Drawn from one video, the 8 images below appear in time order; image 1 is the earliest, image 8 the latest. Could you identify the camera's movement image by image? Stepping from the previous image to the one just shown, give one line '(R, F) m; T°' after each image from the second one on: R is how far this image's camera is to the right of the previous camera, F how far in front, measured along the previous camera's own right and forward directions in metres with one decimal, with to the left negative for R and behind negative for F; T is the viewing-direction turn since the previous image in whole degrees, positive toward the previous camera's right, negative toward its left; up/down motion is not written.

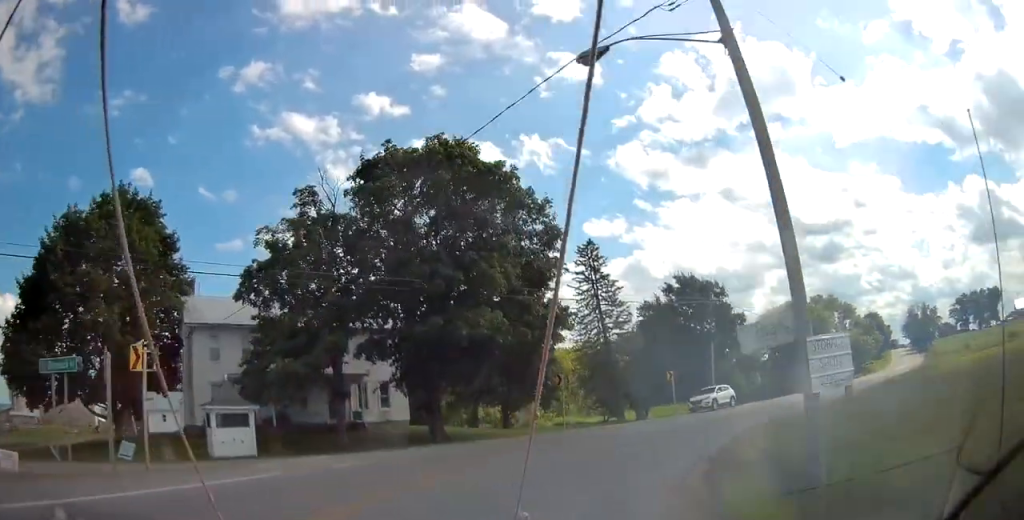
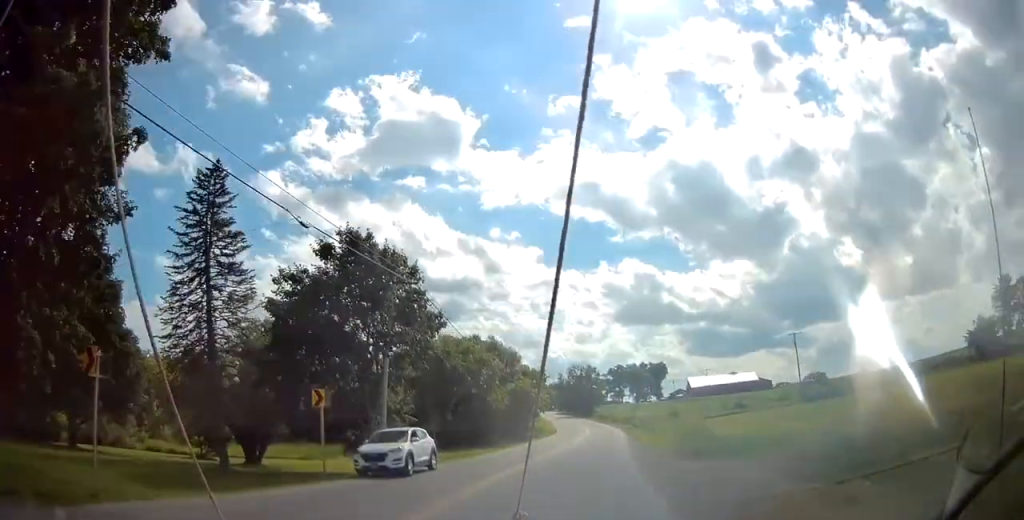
(+4.7, +22.6) m; +24°
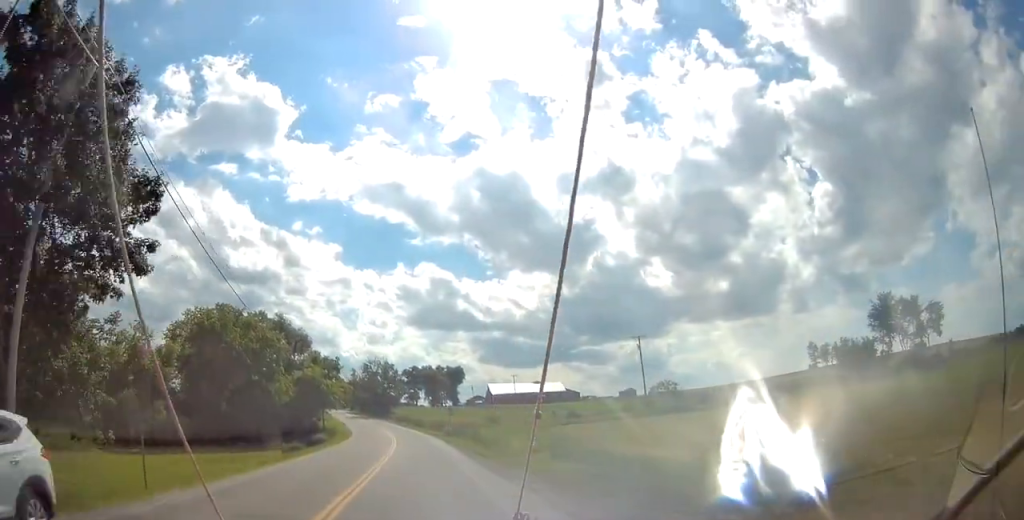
(+4.2, +17.9) m; +5°
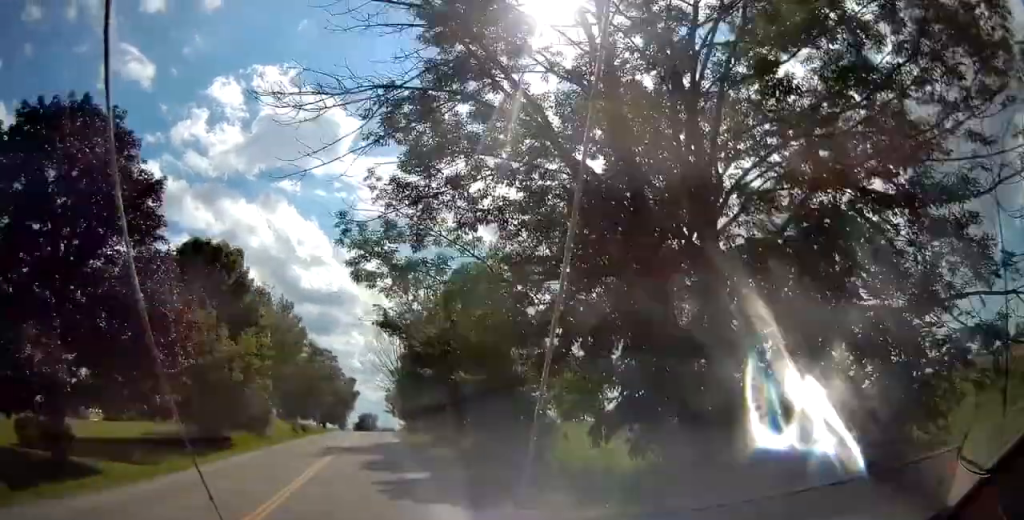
(+3.5, +126.7) m; -3°
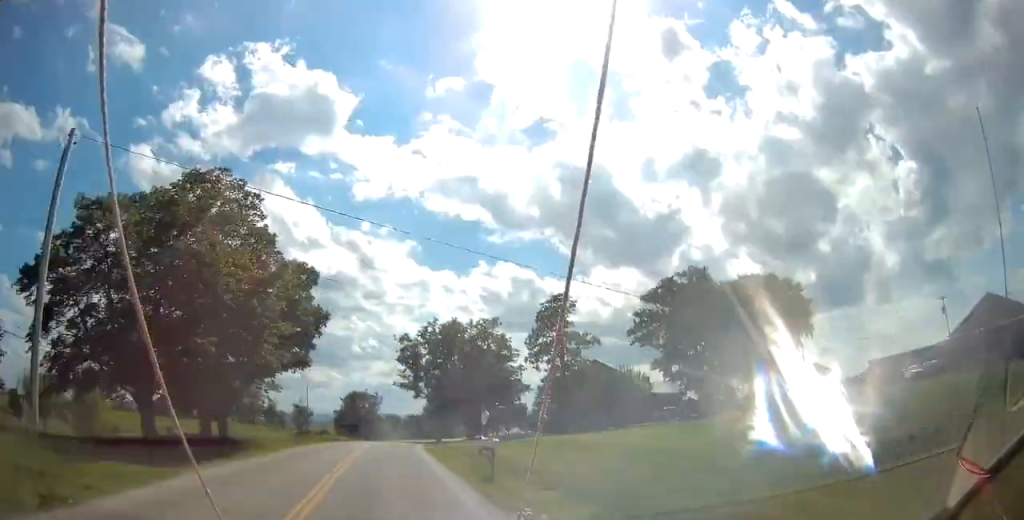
(+0.1, +90.5) m; +3°
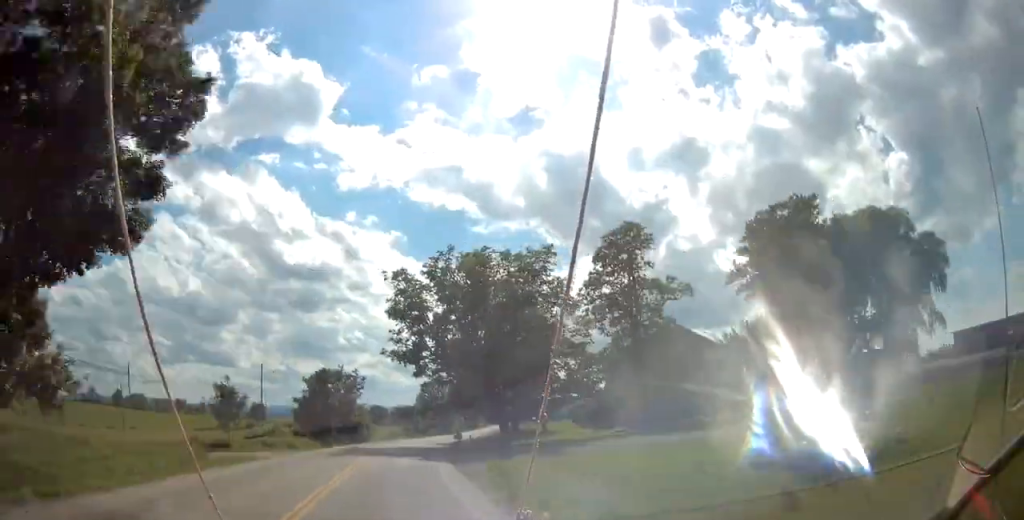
(-0.8, +30.5) m; +3°
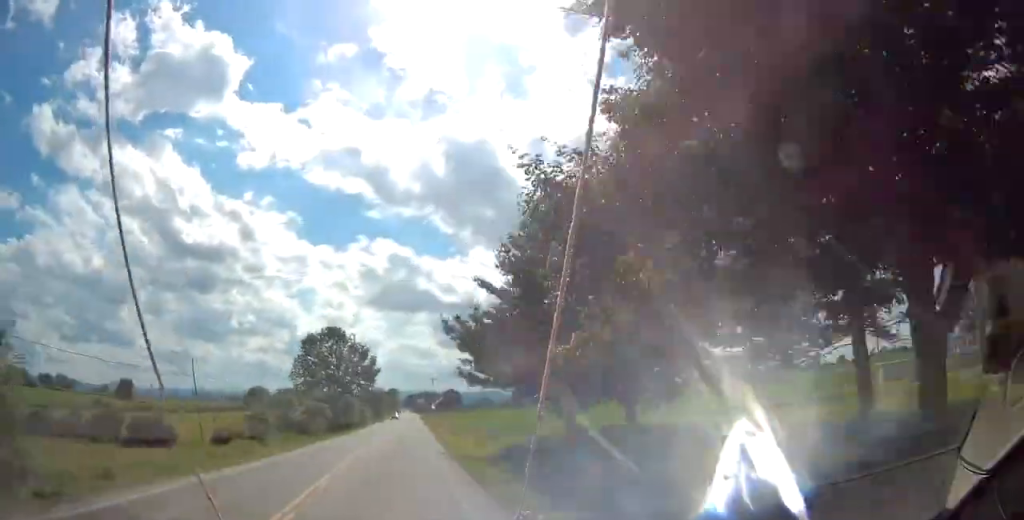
(+5.0, +65.3) m; +6°
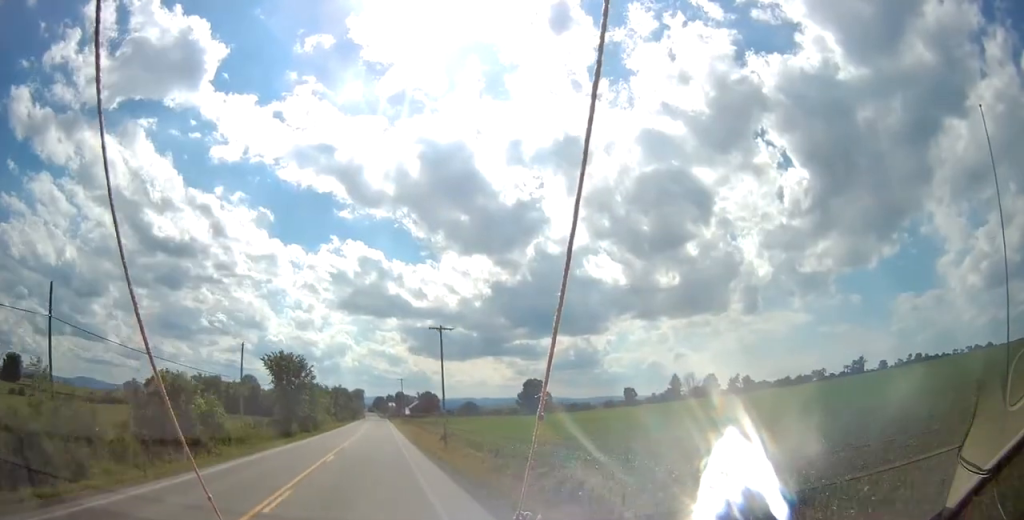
(+4.3, +96.5) m; +3°
